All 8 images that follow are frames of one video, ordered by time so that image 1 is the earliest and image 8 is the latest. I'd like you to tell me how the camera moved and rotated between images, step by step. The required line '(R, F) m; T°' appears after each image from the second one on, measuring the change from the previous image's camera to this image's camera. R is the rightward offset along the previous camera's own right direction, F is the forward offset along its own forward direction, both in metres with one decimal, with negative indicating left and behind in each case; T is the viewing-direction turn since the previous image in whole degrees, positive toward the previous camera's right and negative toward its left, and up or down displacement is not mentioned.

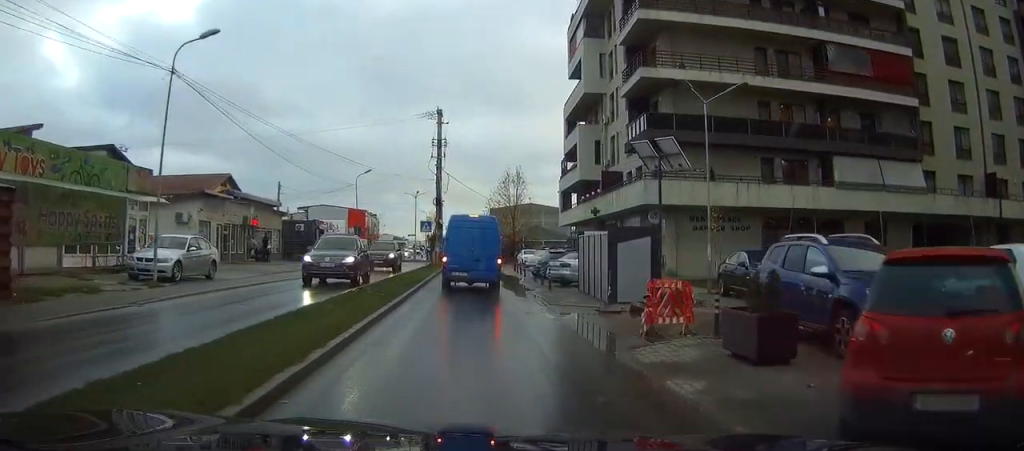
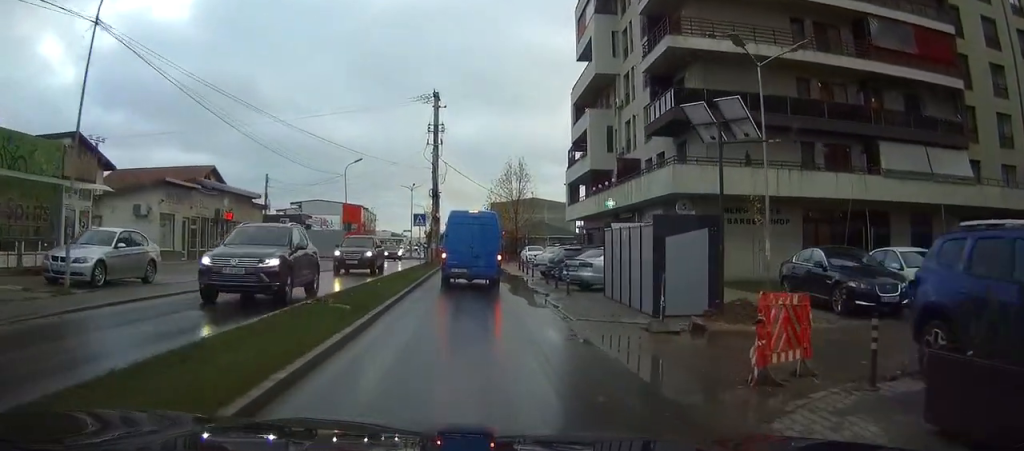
(0.0, +5.0) m; 0°
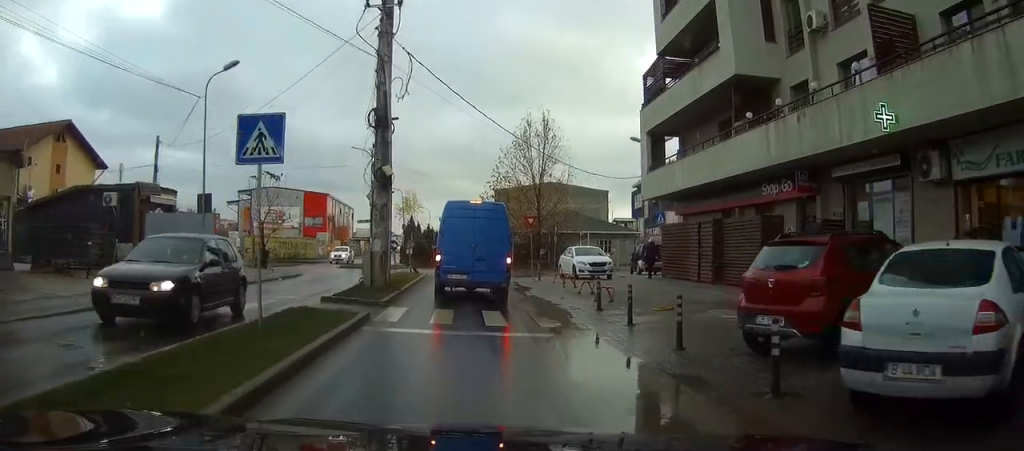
(+0.1, +29.1) m; 0°
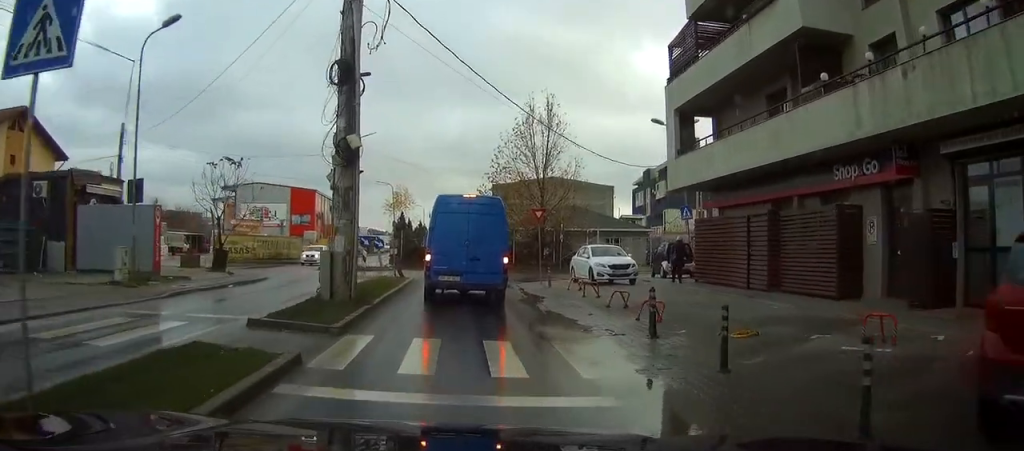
(0.0, +5.4) m; +1°
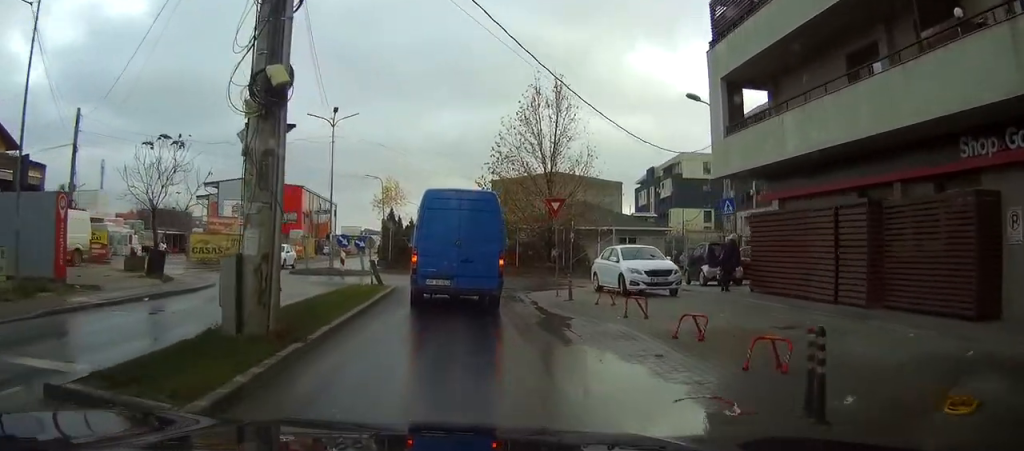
(0.0, +6.5) m; +1°
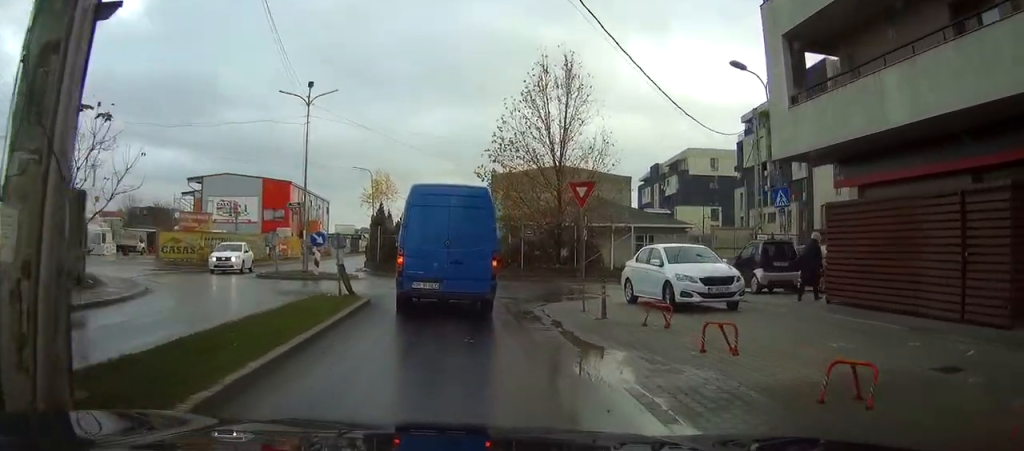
(+0.2, +5.5) m; 0°
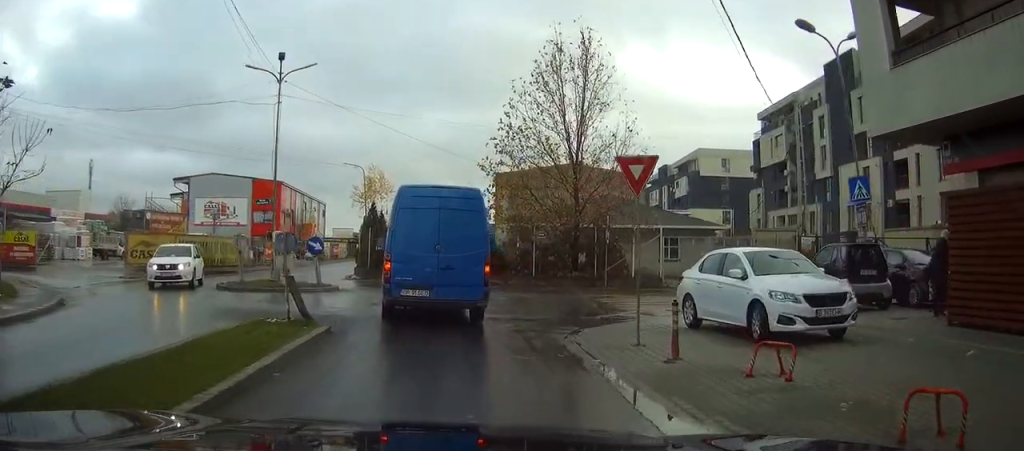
(-0.2, +5.0) m; 0°
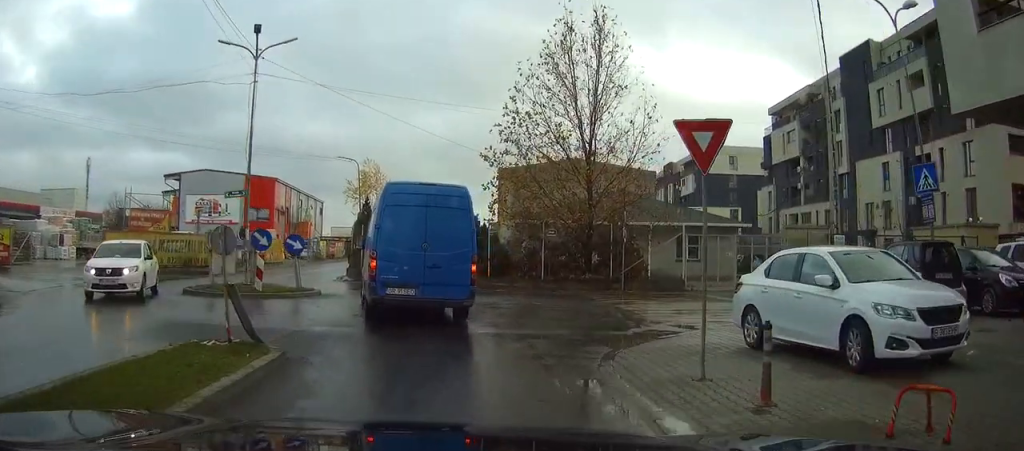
(0.0, +3.1) m; 0°
